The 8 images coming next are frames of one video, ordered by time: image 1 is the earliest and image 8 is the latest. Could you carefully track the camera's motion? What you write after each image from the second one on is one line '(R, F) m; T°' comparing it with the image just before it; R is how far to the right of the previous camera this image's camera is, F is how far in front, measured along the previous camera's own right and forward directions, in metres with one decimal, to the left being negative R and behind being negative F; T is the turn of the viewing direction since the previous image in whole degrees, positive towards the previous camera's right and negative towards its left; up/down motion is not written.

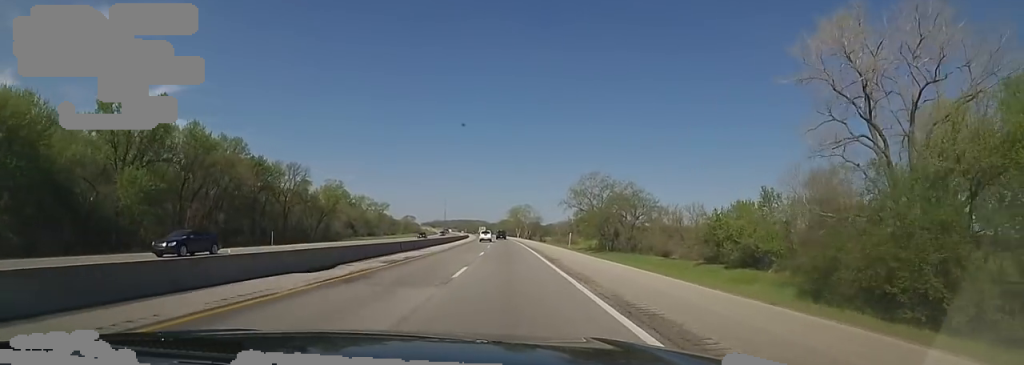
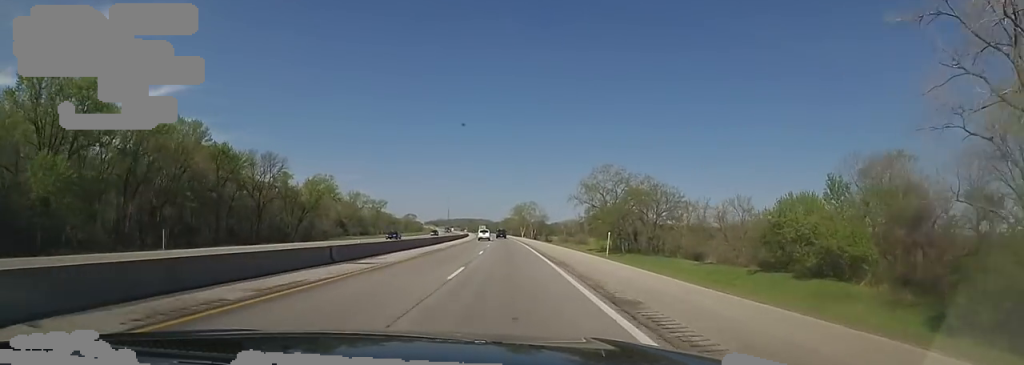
(+0.7, +16.0) m; 0°
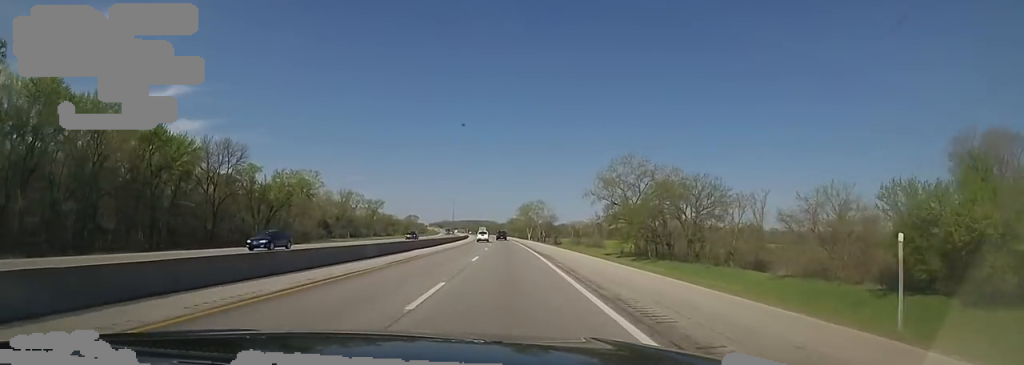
(-0.4, +20.9) m; -2°
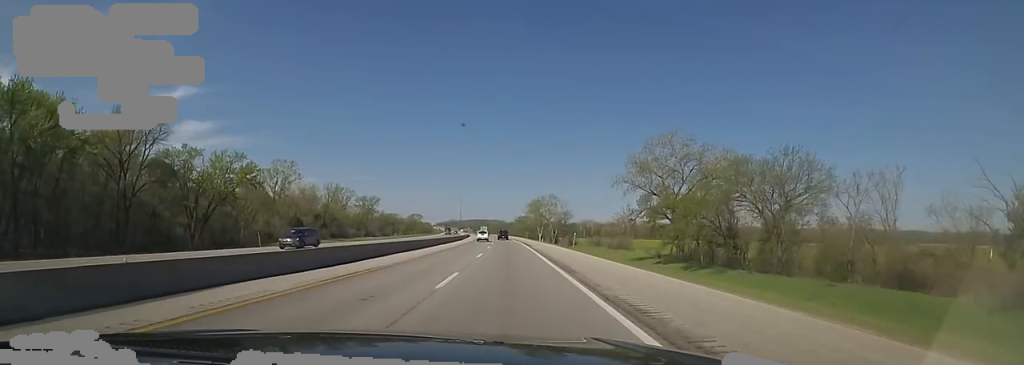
(-0.6, +27.1) m; -3°
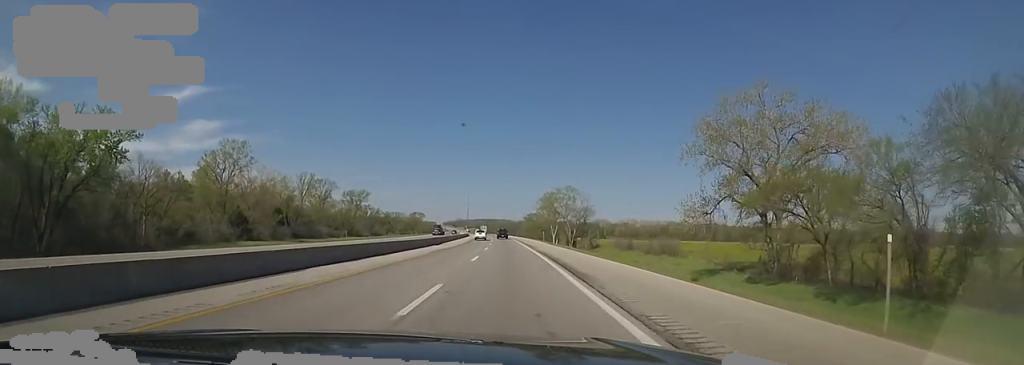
(-1.2, +34.3) m; -1°
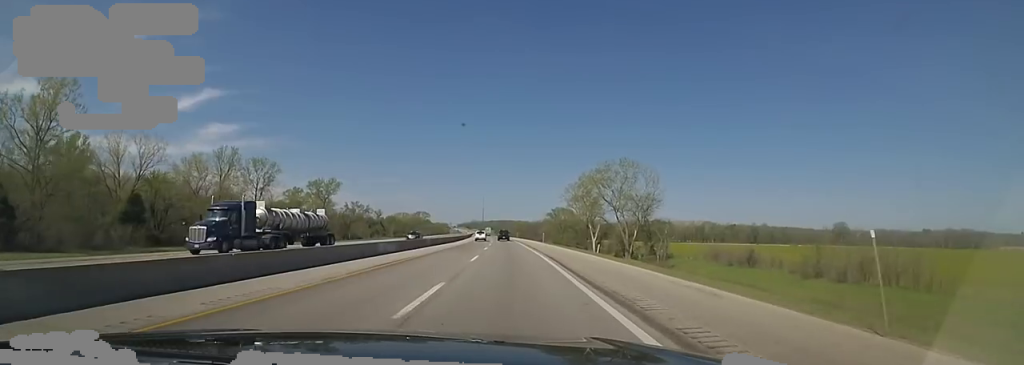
(+0.3, +59.8) m; -2°
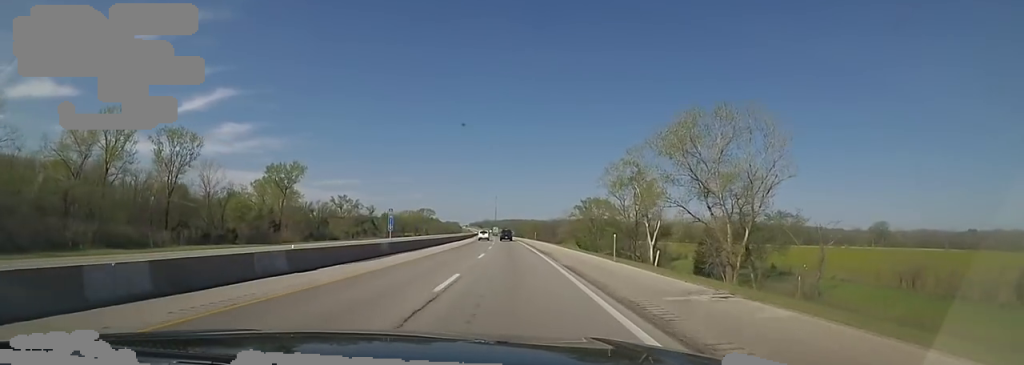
(-0.7, +42.7) m; -1°
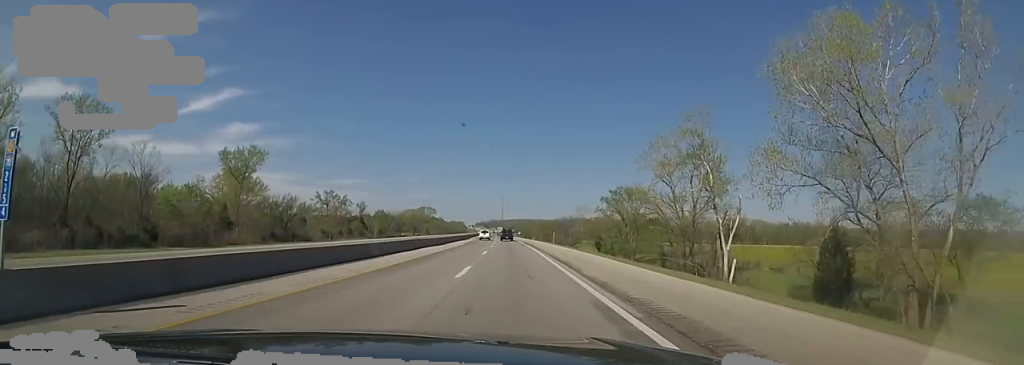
(0.0, +26.9) m; -1°
